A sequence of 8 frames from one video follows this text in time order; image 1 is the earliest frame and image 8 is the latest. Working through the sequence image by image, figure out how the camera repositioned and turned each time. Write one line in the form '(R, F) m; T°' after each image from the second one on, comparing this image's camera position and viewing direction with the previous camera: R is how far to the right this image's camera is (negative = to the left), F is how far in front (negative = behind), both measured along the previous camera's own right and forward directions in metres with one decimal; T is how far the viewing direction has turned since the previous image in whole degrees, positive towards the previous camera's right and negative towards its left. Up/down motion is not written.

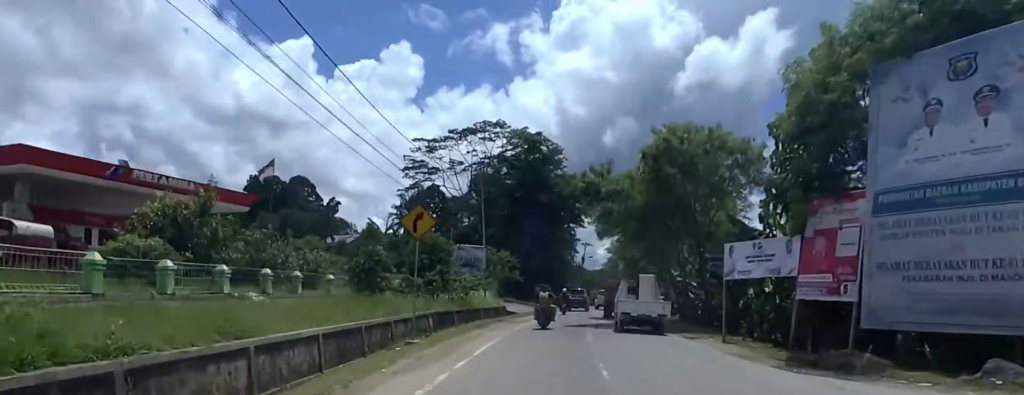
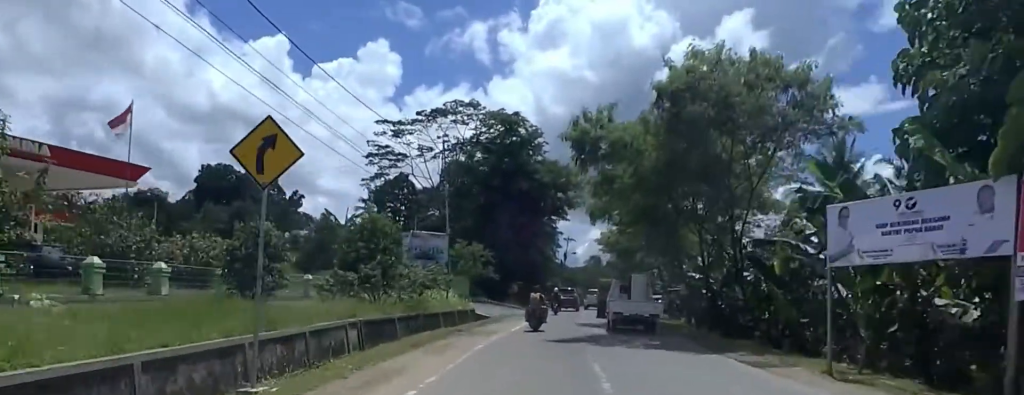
(+0.5, +7.9) m; +9°
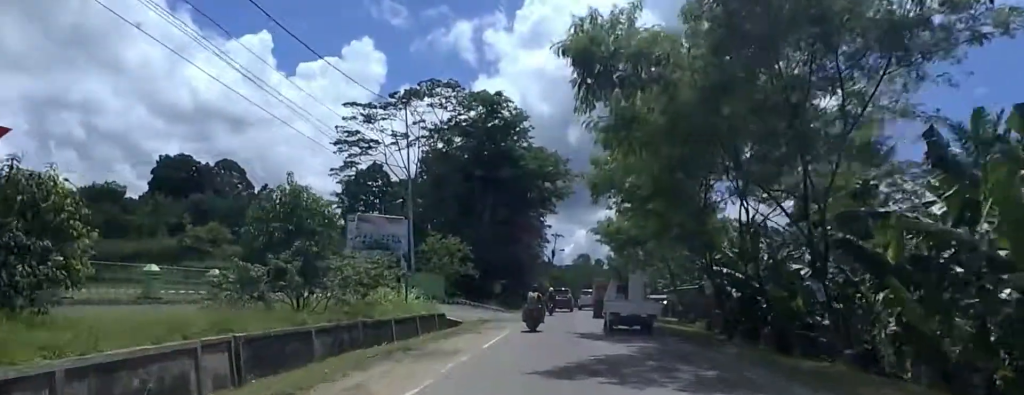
(+0.6, +6.8) m; +4°
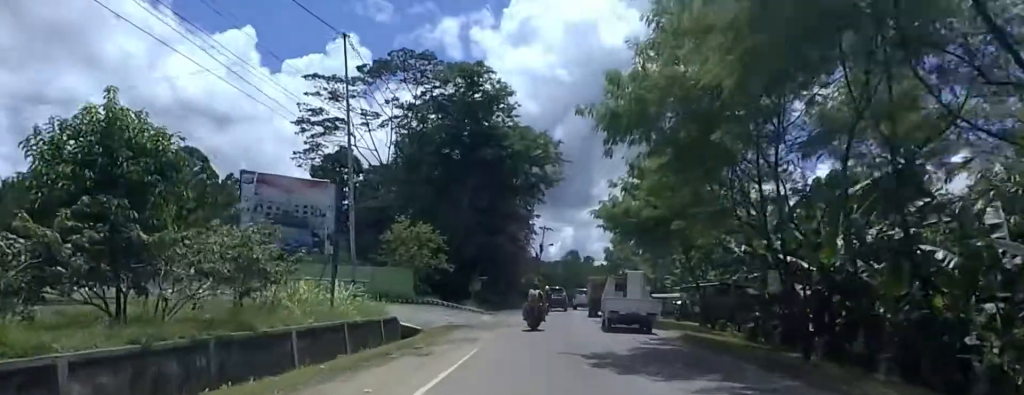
(+0.3, +7.6) m; 0°
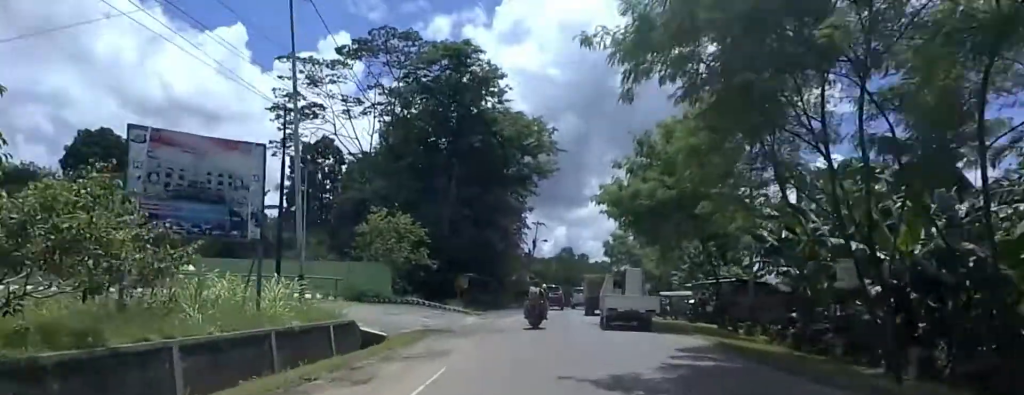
(+0.1, +4.2) m; -2°
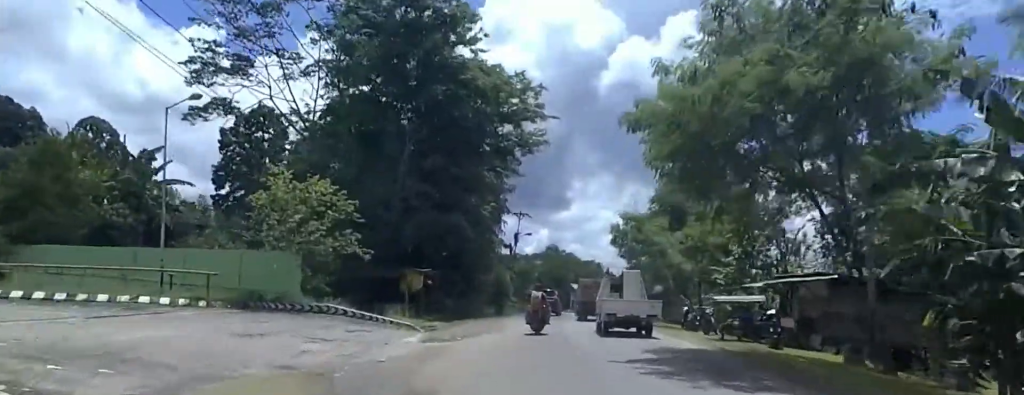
(-0.8, +11.4) m; -3°
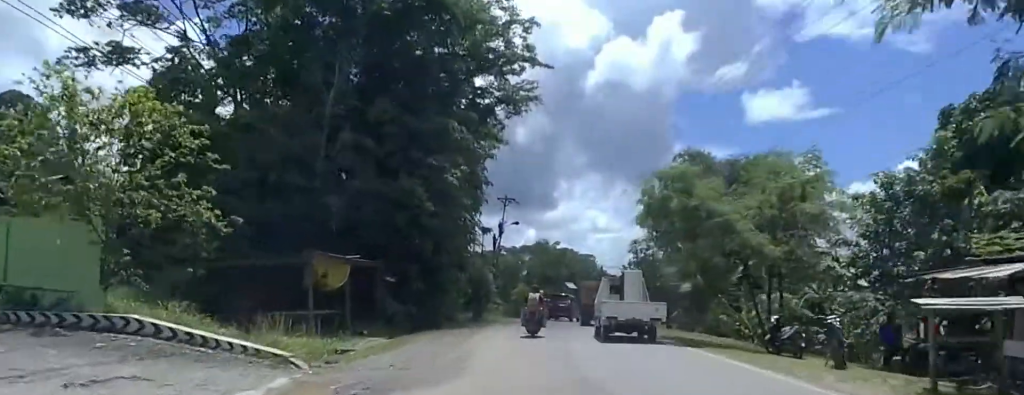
(+0.3, +10.7) m; +2°
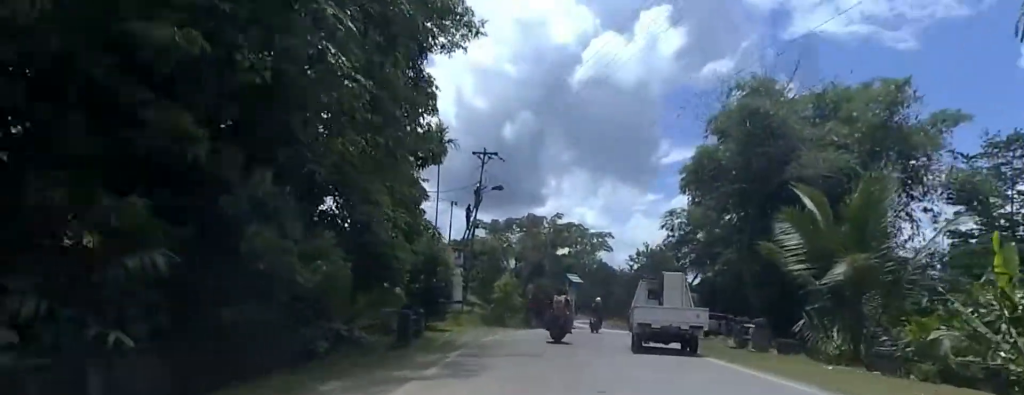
(+0.7, +17.4) m; +1°
